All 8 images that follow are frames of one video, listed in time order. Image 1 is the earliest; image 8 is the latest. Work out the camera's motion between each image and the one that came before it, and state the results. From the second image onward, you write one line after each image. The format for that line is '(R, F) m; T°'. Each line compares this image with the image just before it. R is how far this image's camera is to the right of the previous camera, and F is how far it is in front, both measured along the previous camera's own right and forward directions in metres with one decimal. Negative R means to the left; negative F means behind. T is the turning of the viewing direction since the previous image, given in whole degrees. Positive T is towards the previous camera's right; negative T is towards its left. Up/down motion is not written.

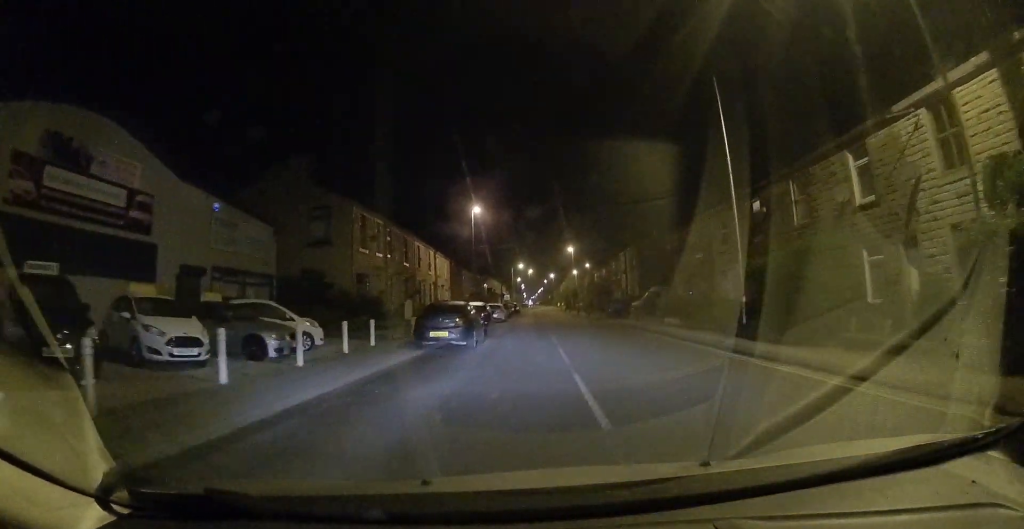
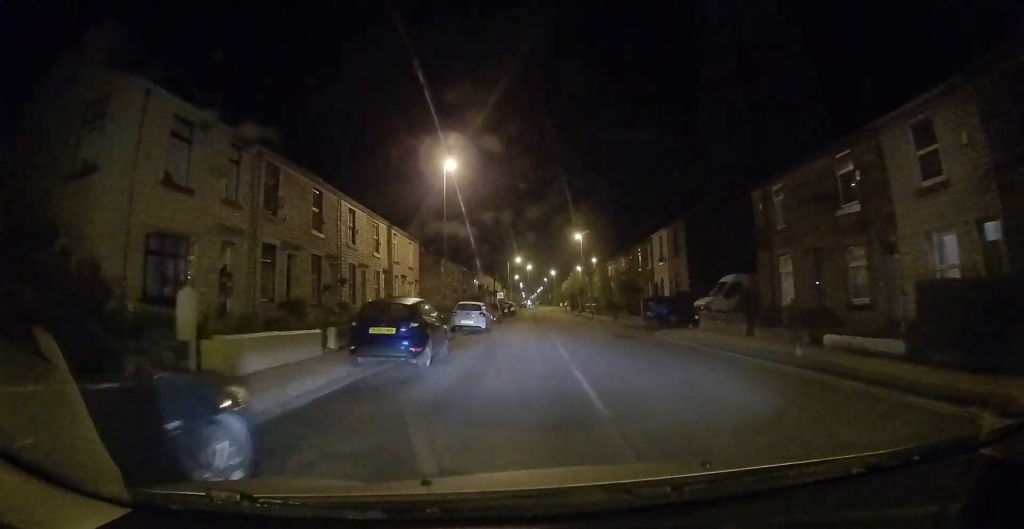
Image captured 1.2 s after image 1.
(+0.3, +15.5) m; -1°
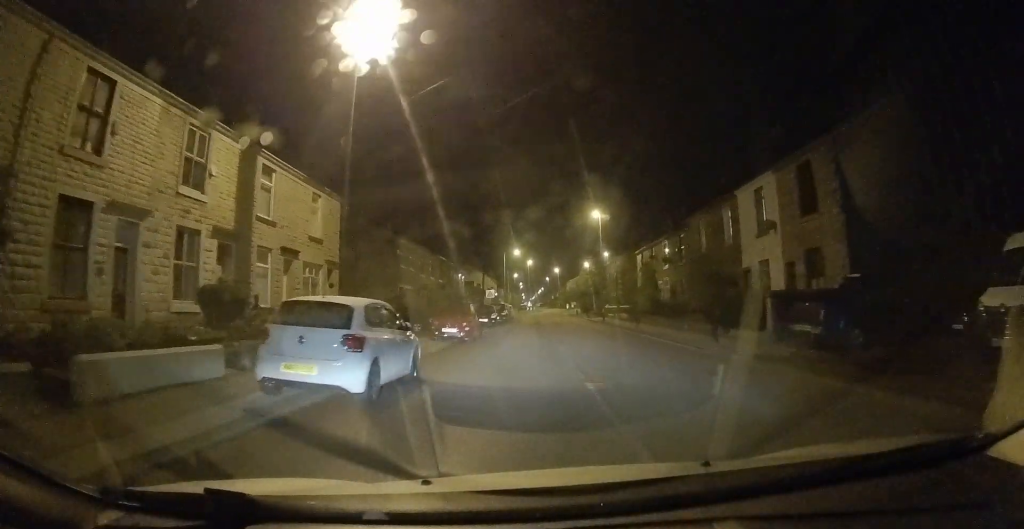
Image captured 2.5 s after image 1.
(-0.3, +17.8) m; +1°
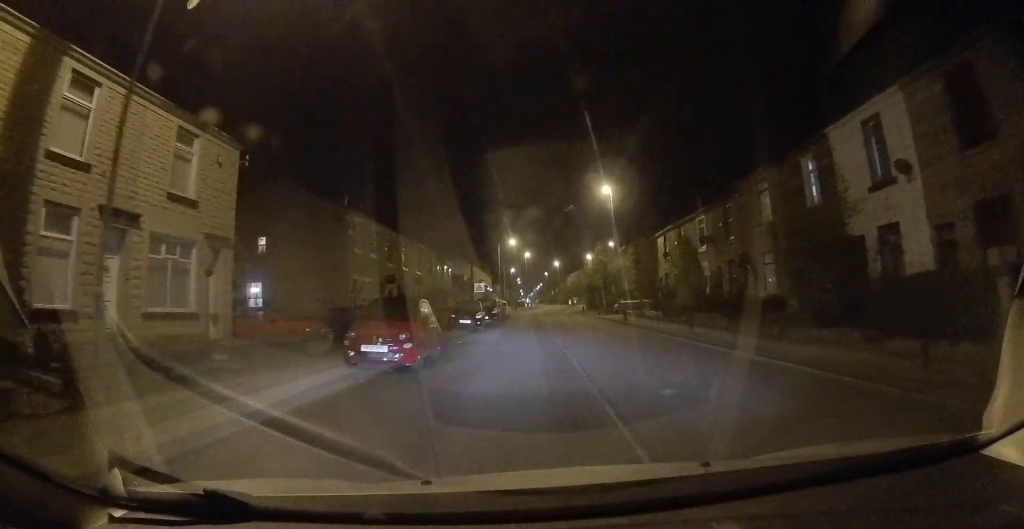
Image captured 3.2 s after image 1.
(+0.6, +9.1) m; 0°
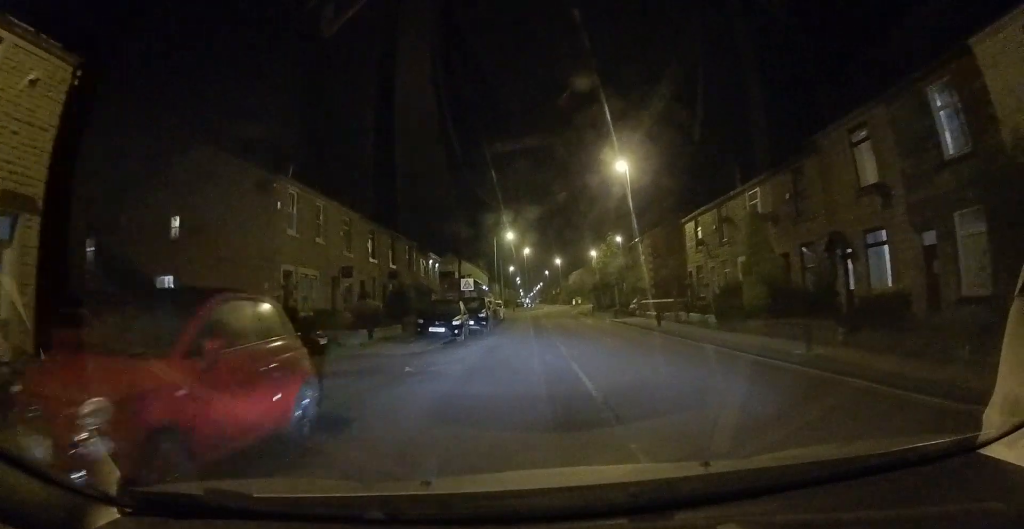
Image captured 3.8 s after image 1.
(-0.4, +7.8) m; 0°
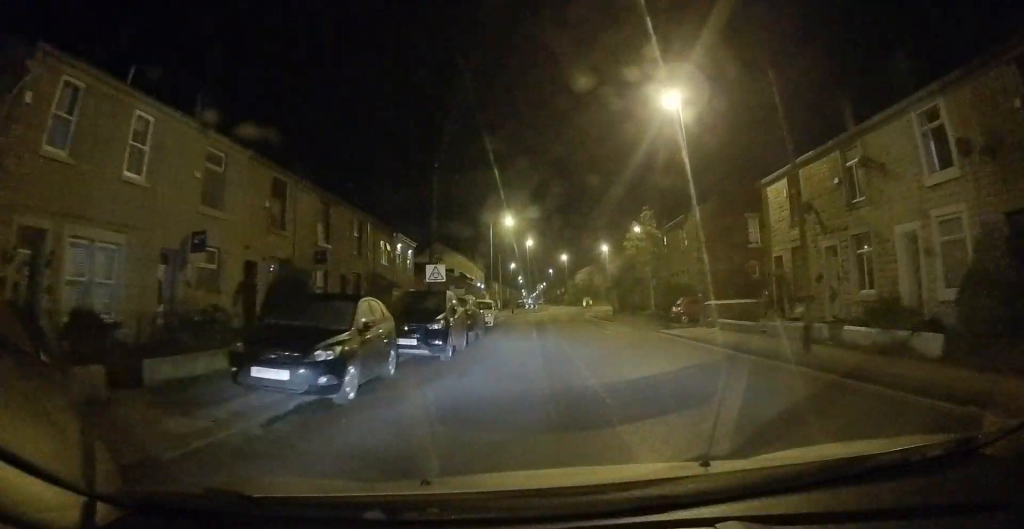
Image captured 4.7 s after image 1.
(-0.1, +12.3) m; +2°
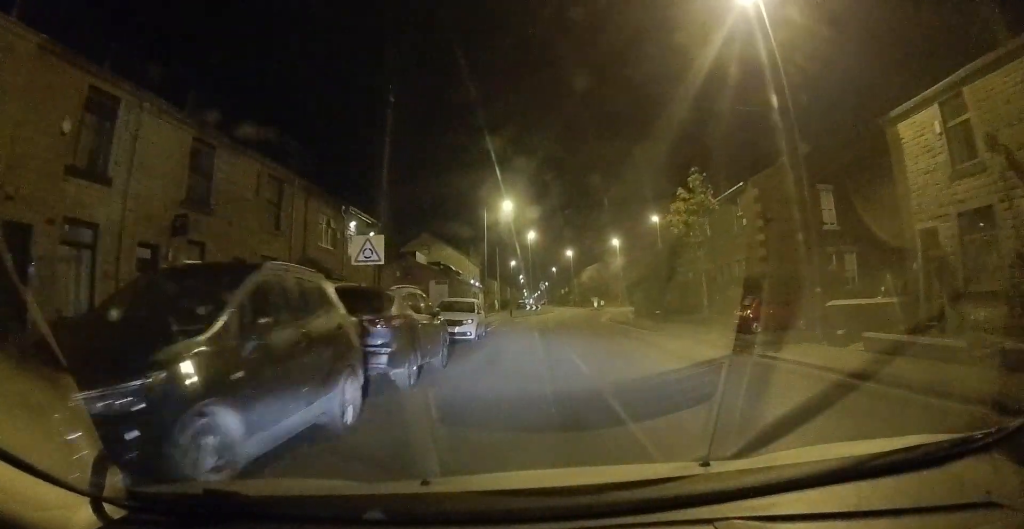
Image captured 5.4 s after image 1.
(+0.6, +9.9) m; +3°
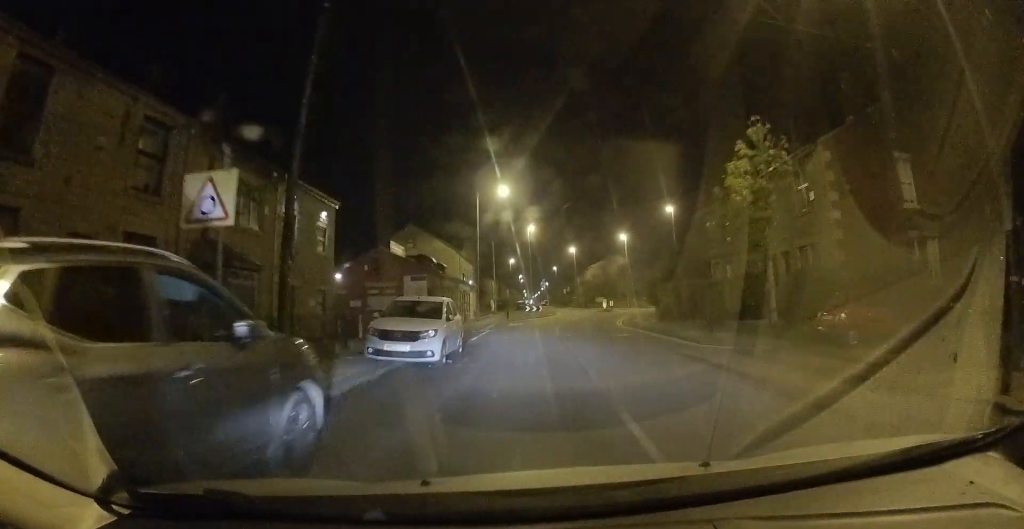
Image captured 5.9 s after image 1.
(-0.1, +7.0) m; 0°
